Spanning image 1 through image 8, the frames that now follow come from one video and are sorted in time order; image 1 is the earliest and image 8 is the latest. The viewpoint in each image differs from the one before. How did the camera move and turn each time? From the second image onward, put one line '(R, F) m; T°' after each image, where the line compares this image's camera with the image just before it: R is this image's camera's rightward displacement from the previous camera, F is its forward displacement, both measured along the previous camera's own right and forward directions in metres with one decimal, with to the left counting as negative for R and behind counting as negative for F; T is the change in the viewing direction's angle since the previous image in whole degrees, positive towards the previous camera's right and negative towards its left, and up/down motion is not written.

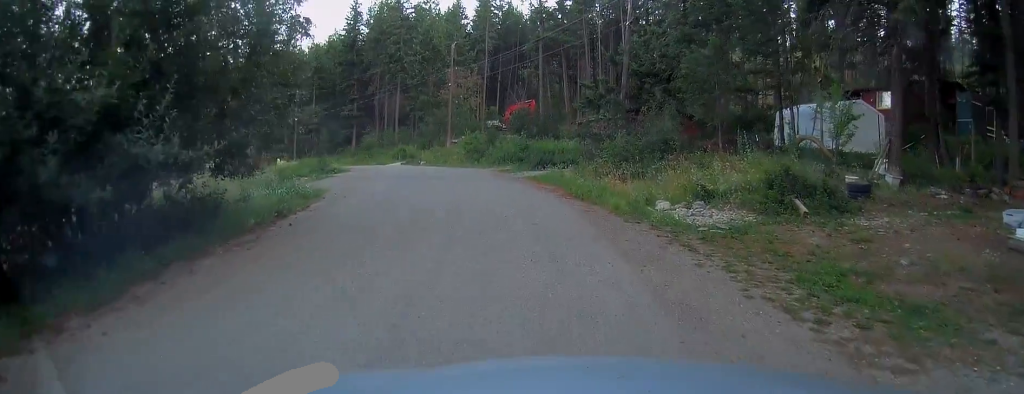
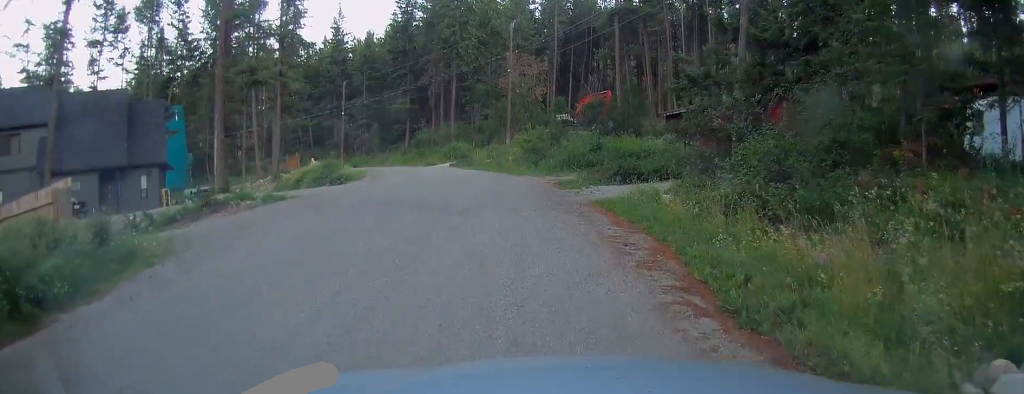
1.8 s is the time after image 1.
(-1.2, +11.3) m; -14°
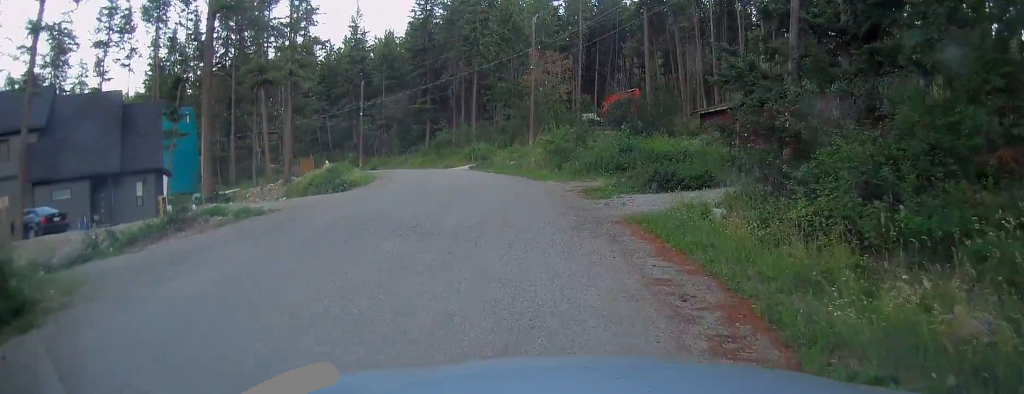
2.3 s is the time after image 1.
(-0.3, +3.1) m; -2°
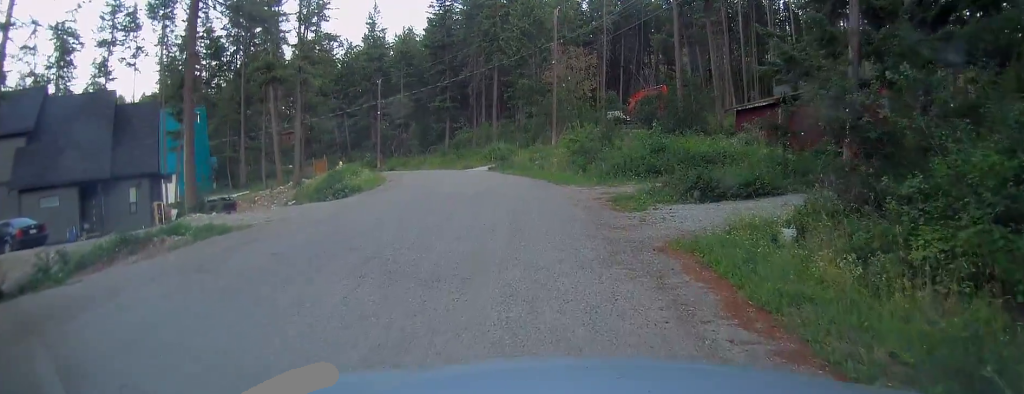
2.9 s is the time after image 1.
(0.0, +2.9) m; -1°
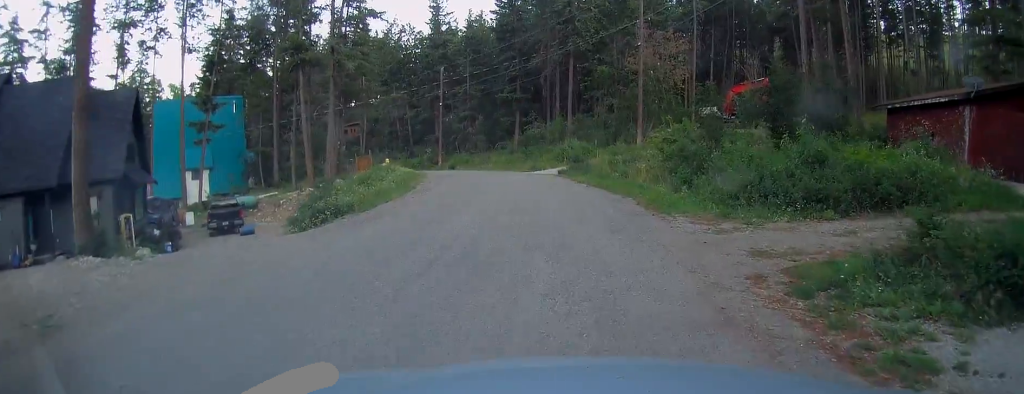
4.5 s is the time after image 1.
(-0.1, +8.8) m; -6°
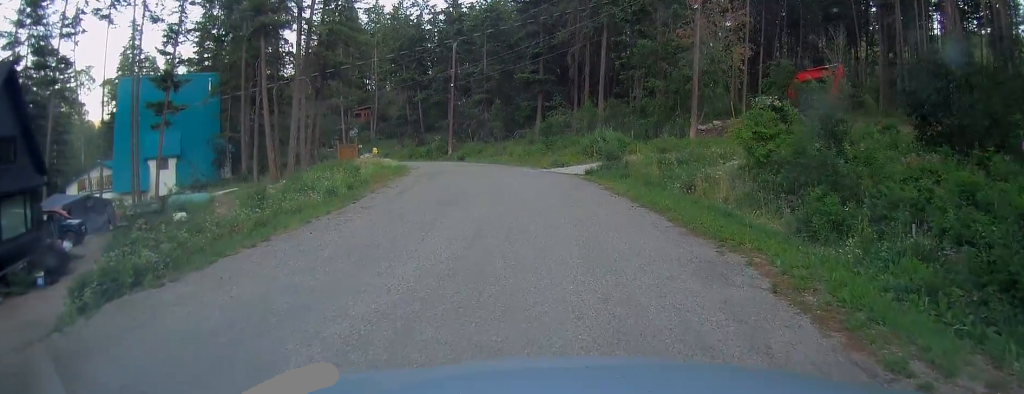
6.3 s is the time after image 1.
(-0.3, +9.8) m; -2°
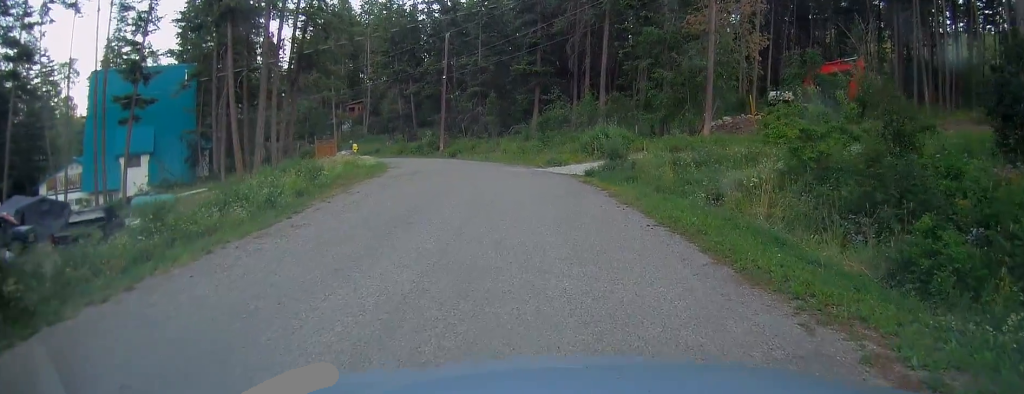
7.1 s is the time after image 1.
(0.0, +3.6) m; +2°
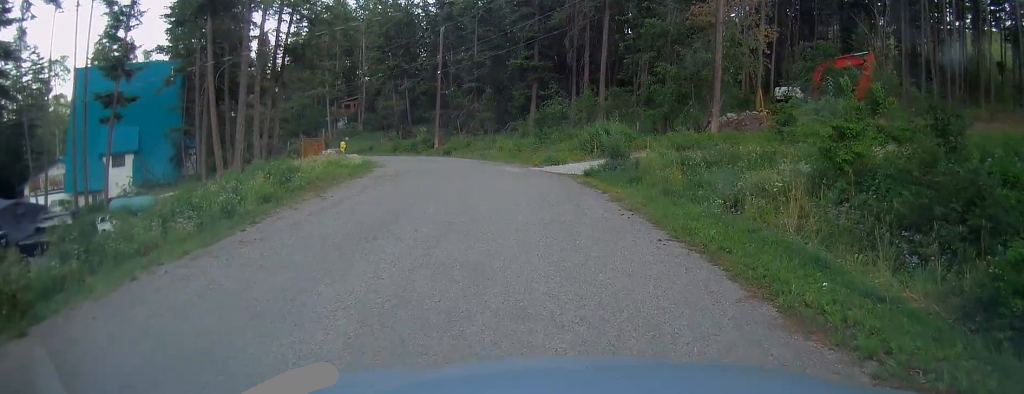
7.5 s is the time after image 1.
(-0.1, +2.0) m; +1°
